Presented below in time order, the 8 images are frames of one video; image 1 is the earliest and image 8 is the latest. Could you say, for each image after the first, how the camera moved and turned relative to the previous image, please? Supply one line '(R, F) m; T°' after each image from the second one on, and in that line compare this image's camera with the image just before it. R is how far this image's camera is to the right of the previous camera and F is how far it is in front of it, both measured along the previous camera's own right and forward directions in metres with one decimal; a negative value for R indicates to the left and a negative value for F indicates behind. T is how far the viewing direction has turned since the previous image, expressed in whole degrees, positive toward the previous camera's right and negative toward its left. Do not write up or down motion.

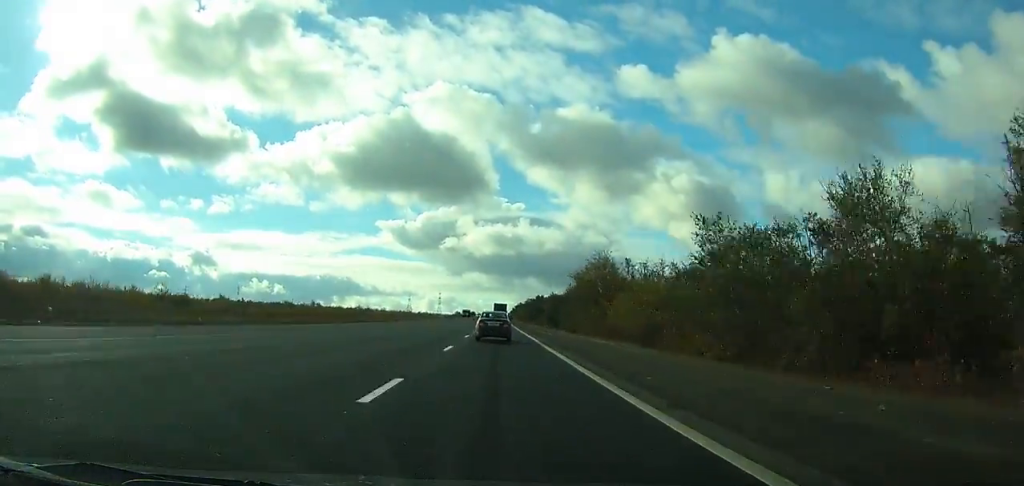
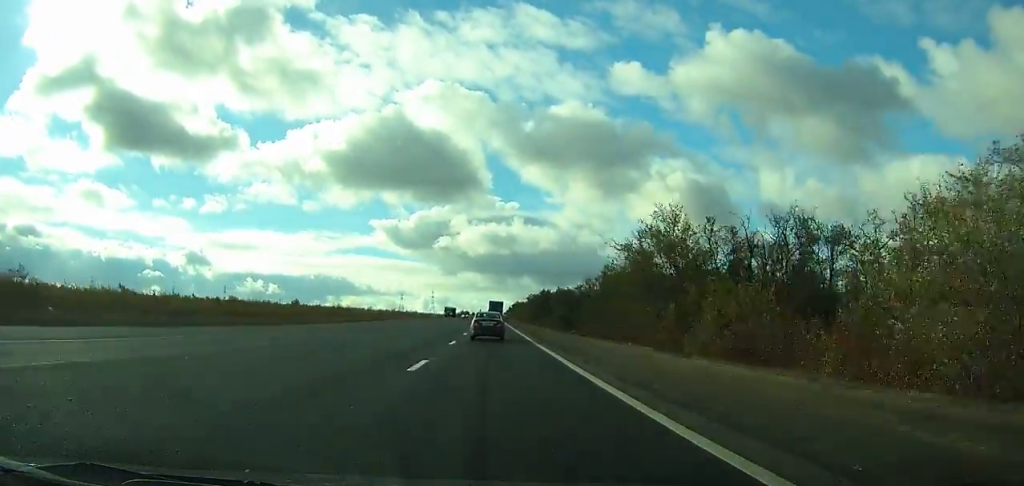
(0.0, +31.1) m; 0°
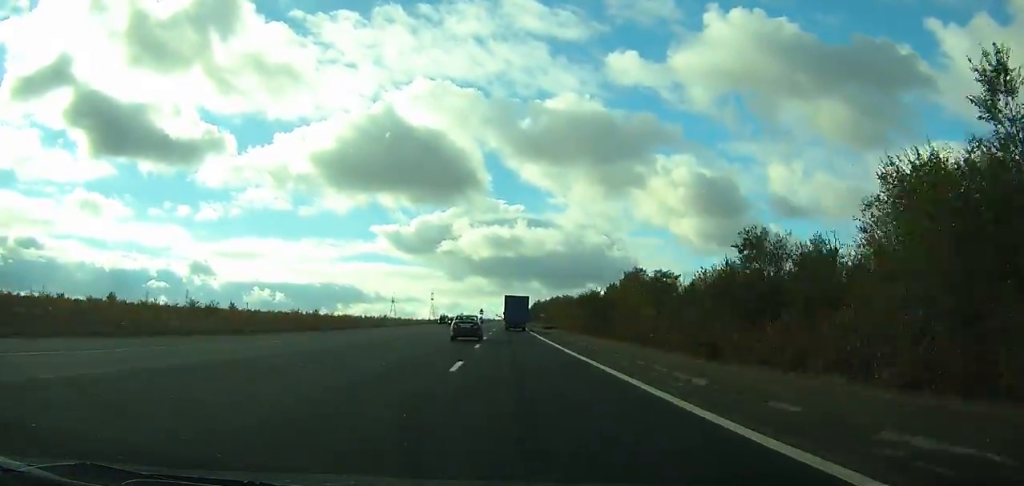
(-0.4, +143.9) m; 0°
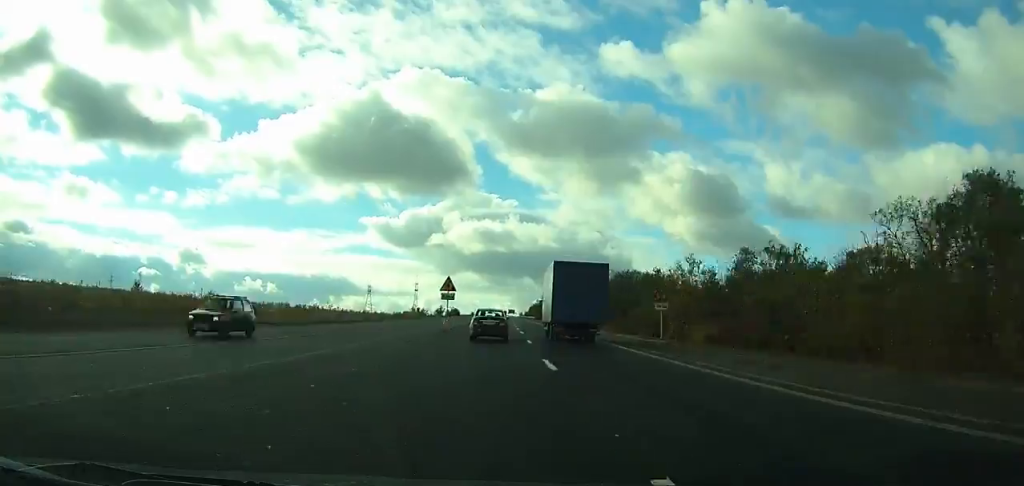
(-0.6, +93.8) m; 0°
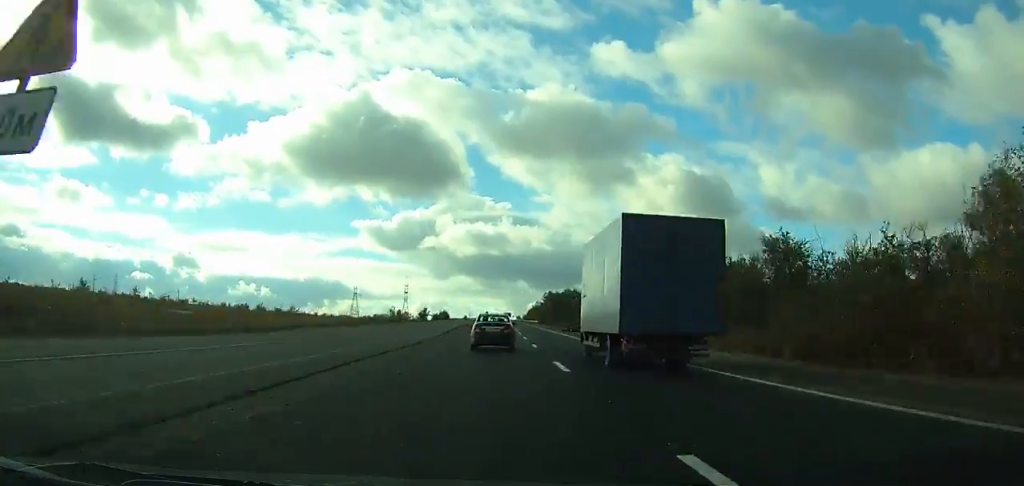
(-0.1, +34.1) m; 0°
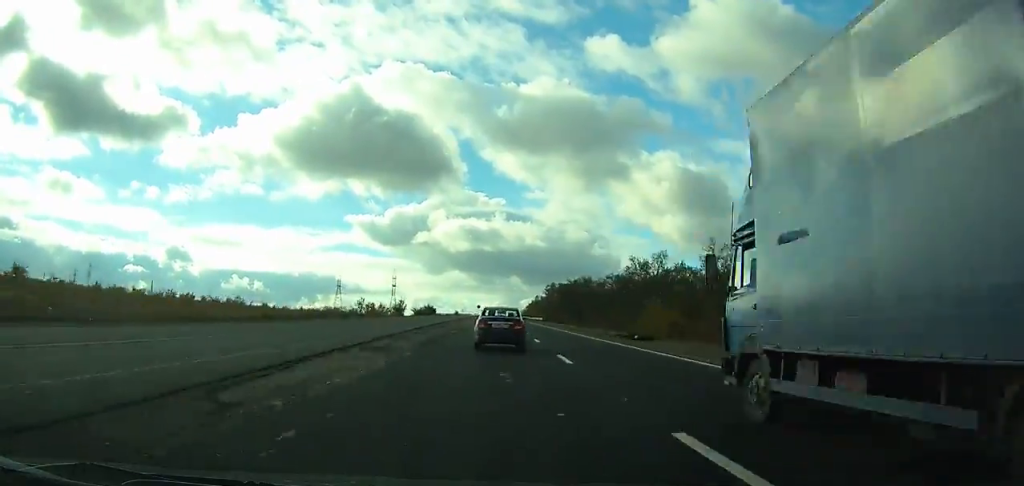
(+0.5, +33.8) m; +1°
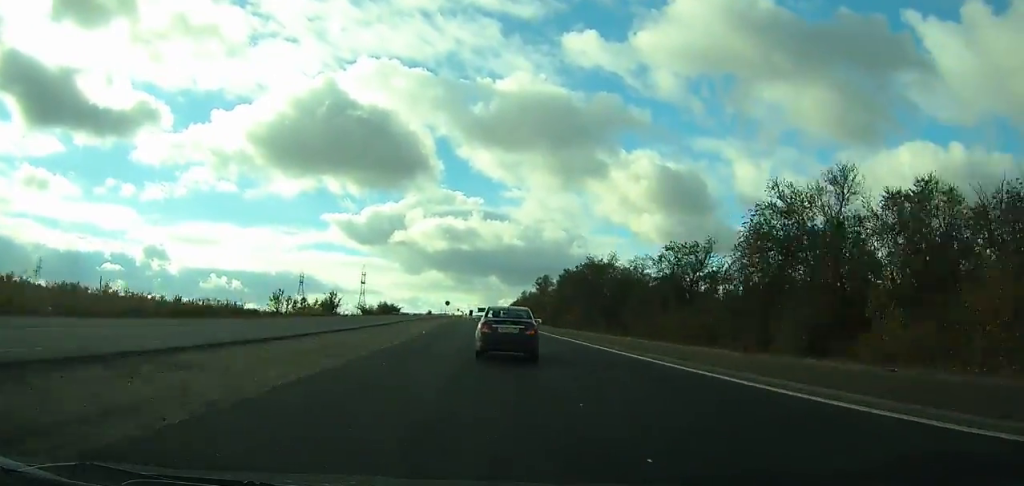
(+0.3, +43.7) m; +1°
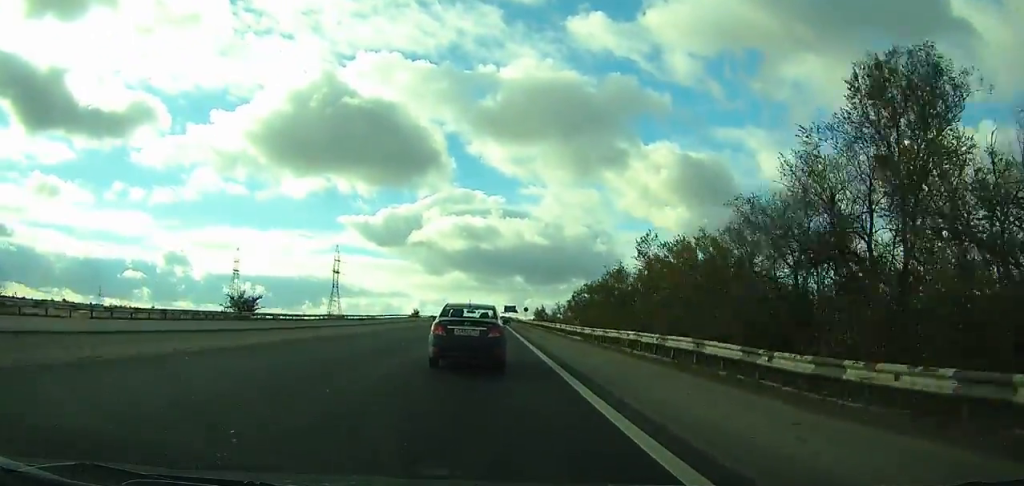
(-1.1, +150.5) m; -2°
